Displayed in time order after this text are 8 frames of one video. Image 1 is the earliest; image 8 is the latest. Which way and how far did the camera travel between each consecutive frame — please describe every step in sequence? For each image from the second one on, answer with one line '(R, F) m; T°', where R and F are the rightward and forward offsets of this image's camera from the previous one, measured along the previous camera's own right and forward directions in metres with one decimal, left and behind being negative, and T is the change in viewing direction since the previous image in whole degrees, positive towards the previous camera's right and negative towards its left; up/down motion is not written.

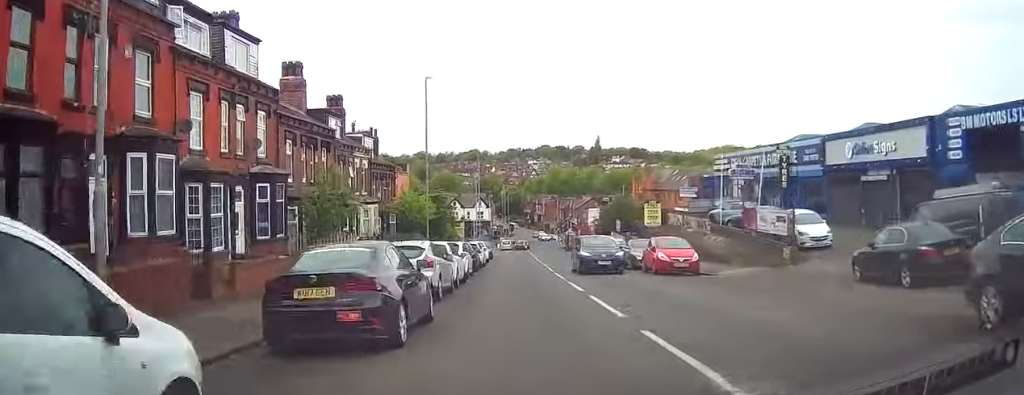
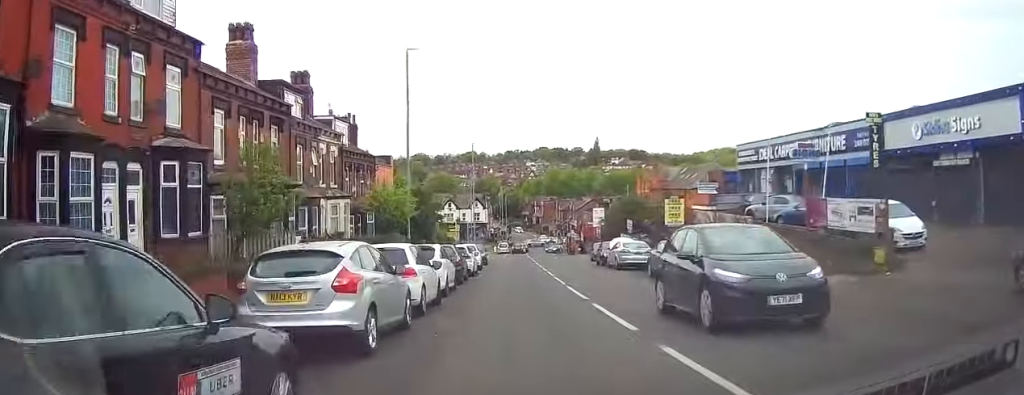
(+0.1, +8.1) m; 0°
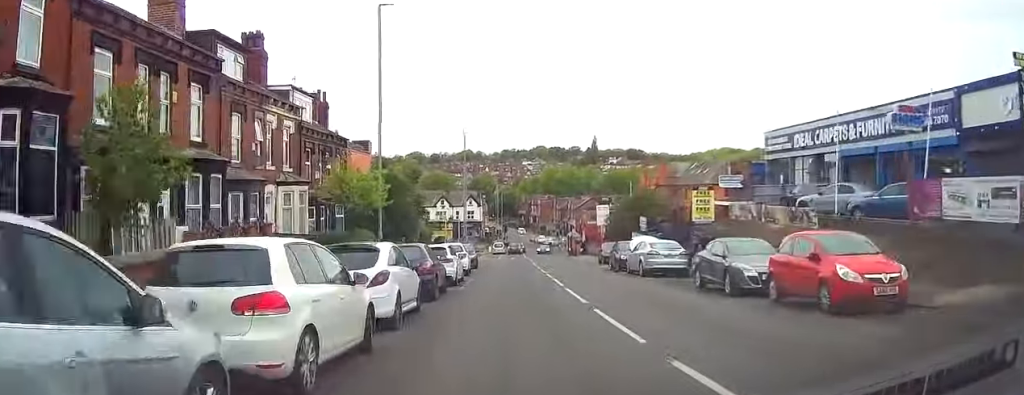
(-0.1, +7.9) m; -1°
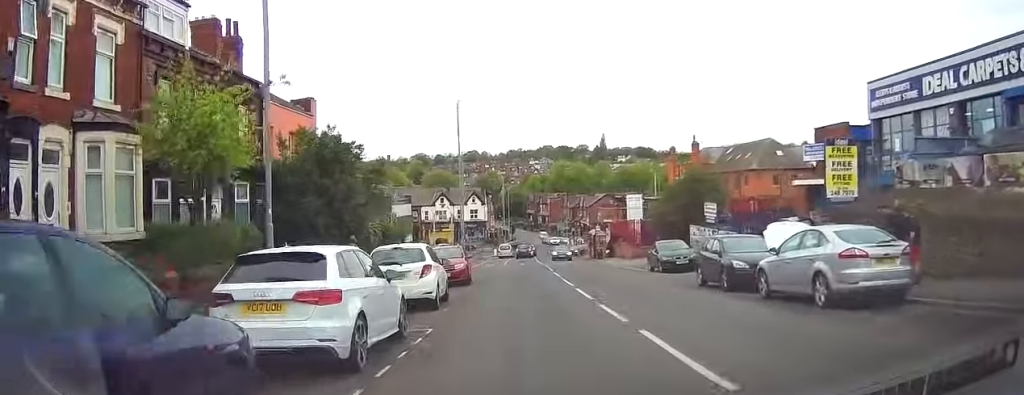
(0.0, +15.7) m; 0°
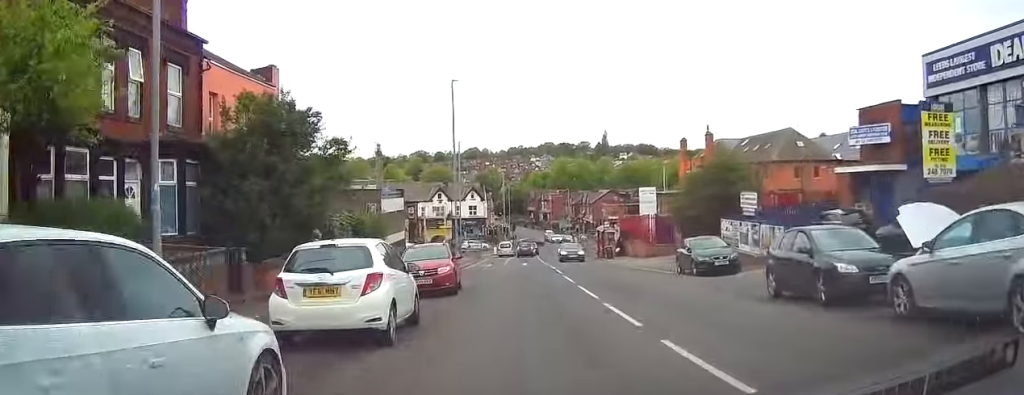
(0.0, +5.7) m; -1°
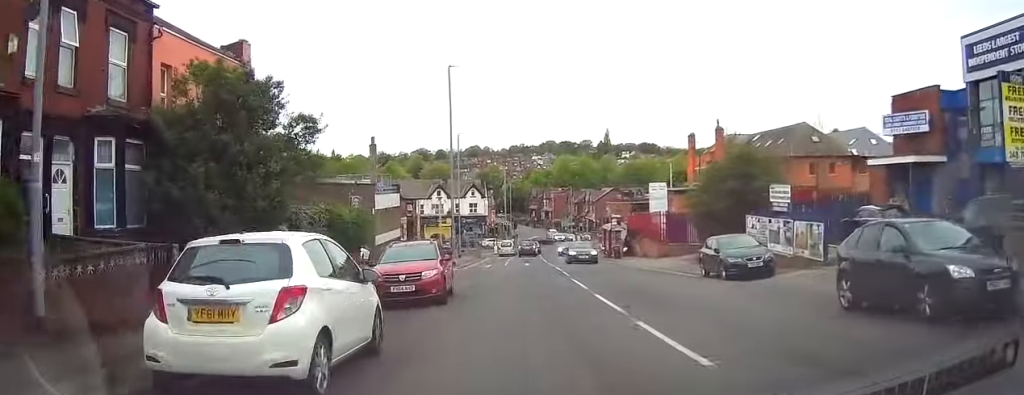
(+0.1, +3.5) m; -1°
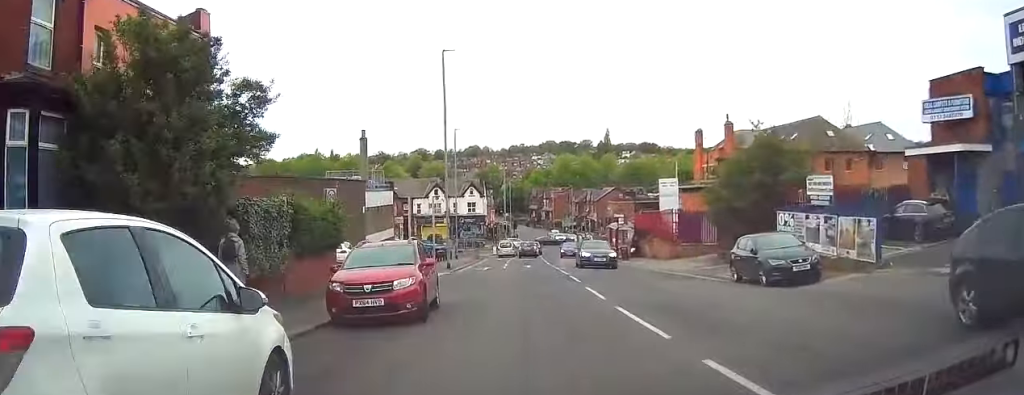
(-0.1, +3.5) m; +1°
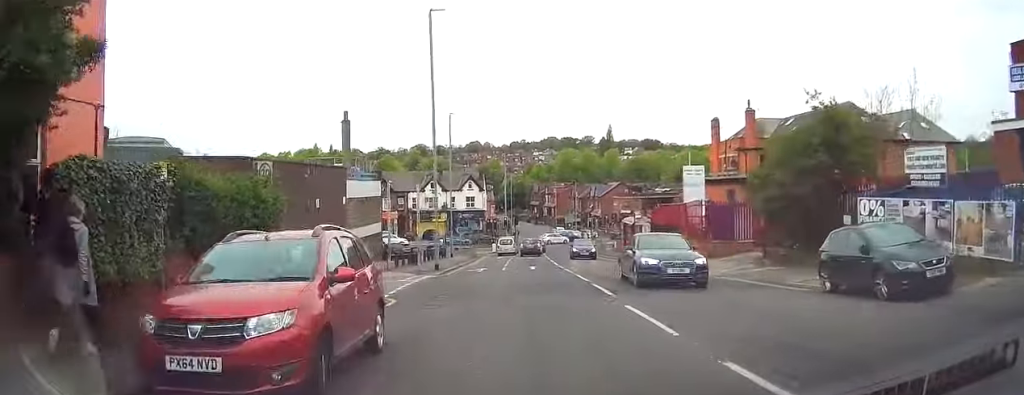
(-0.1, +6.3) m; +1°
